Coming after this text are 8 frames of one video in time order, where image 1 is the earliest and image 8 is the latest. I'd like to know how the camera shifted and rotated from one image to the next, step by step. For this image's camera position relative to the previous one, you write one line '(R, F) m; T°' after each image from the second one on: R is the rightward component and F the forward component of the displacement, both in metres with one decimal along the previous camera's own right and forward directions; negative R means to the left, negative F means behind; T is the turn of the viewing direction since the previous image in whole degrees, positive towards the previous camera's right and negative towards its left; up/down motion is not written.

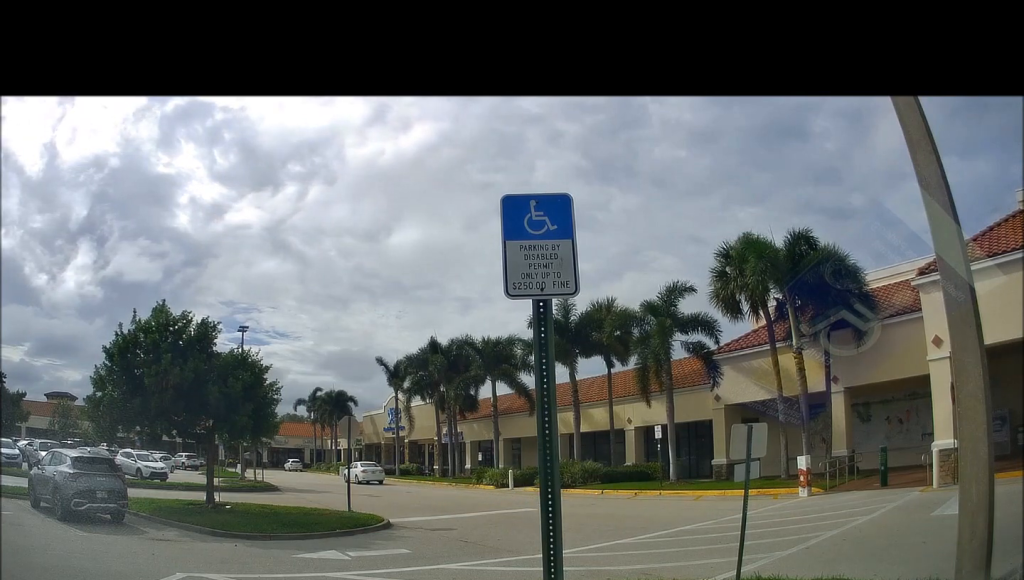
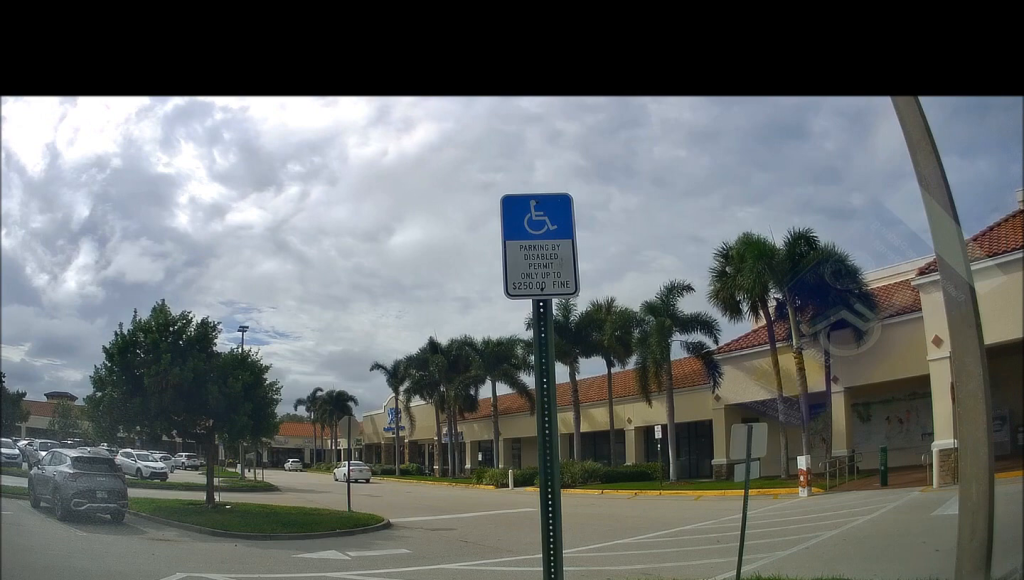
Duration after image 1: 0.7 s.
(0.0, 0.0) m; 0°
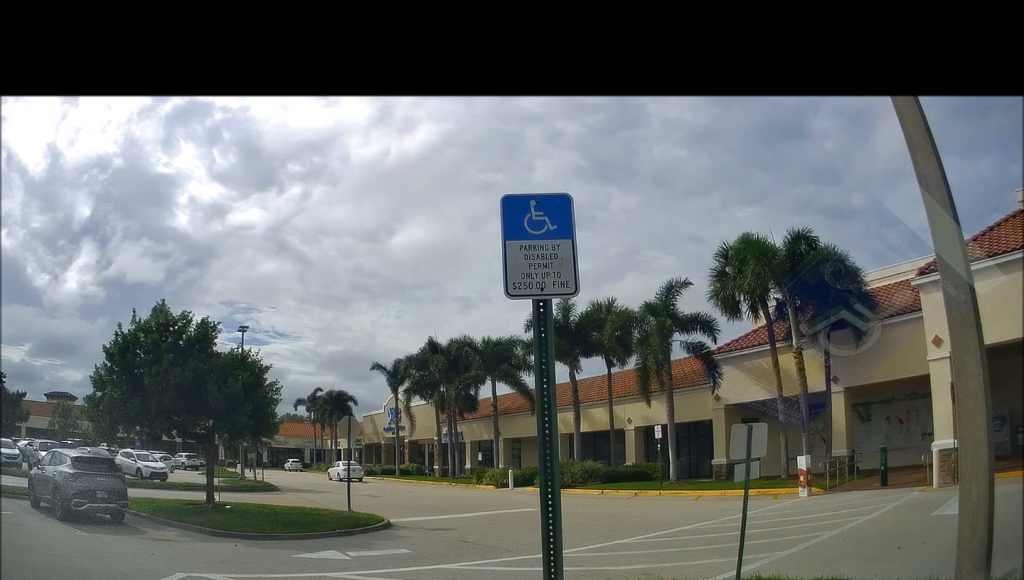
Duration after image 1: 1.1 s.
(0.0, 0.0) m; 0°
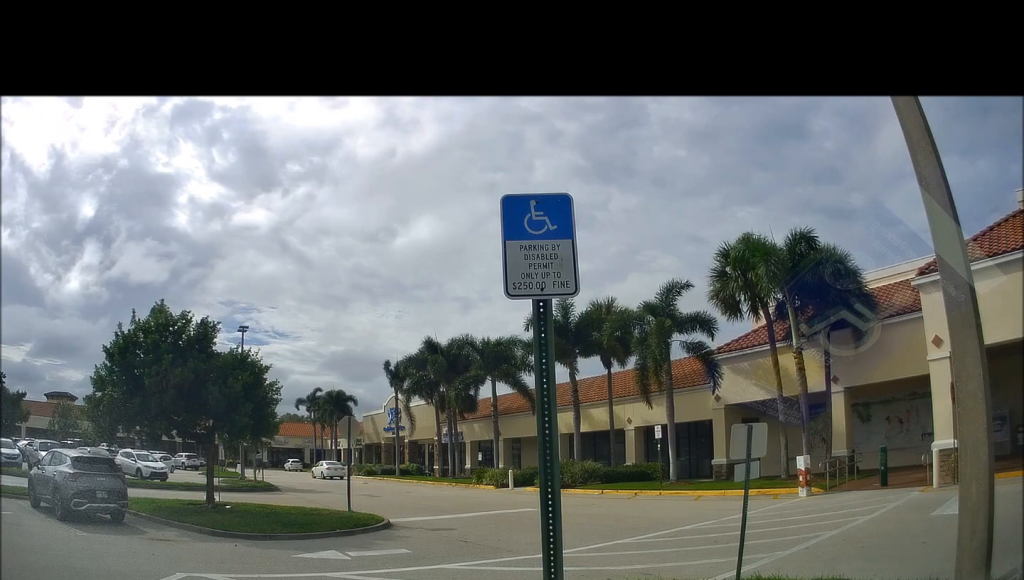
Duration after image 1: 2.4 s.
(0.0, 0.0) m; 0°
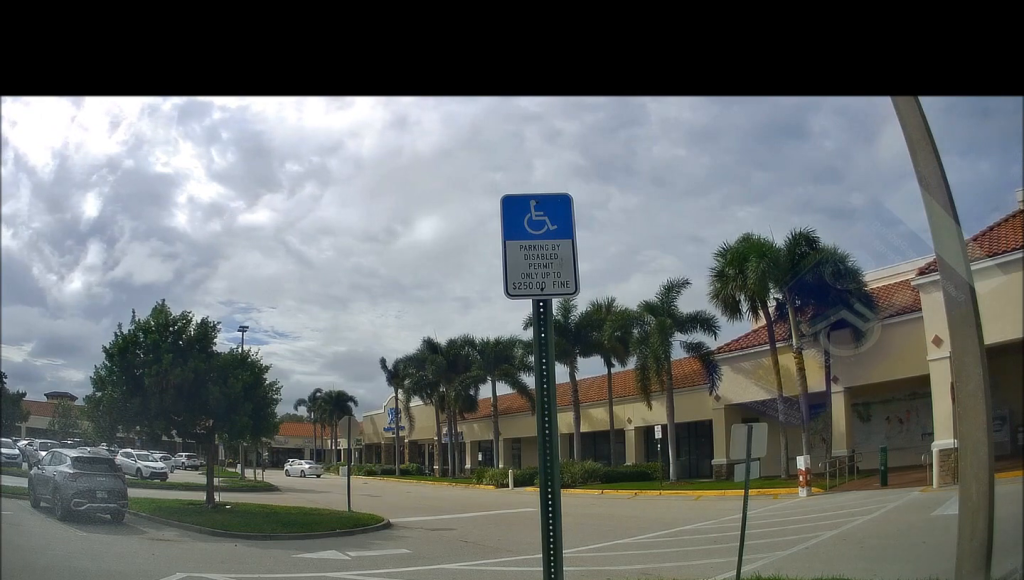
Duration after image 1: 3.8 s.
(0.0, 0.0) m; 0°
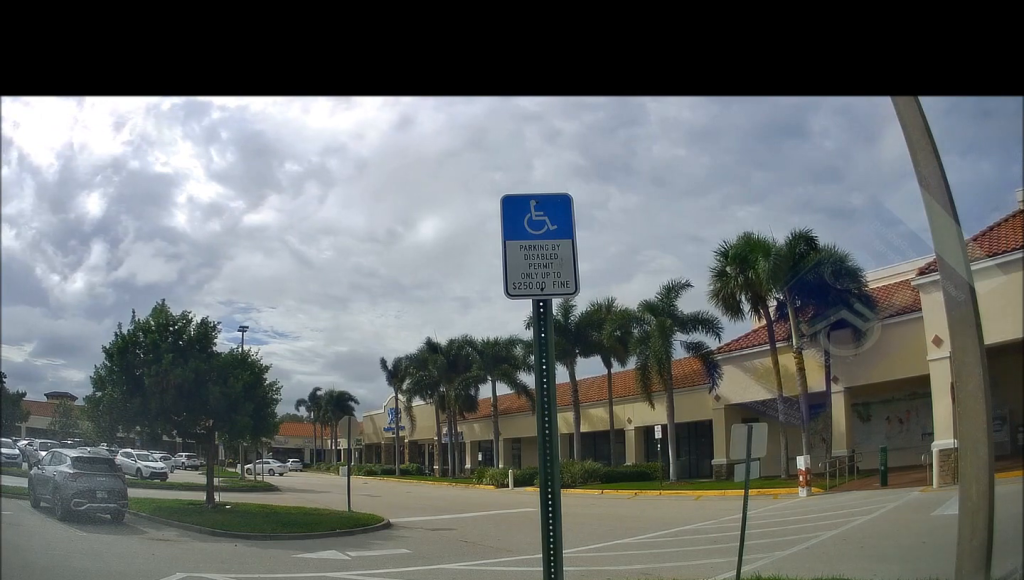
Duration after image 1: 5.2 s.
(0.0, 0.0) m; 0°
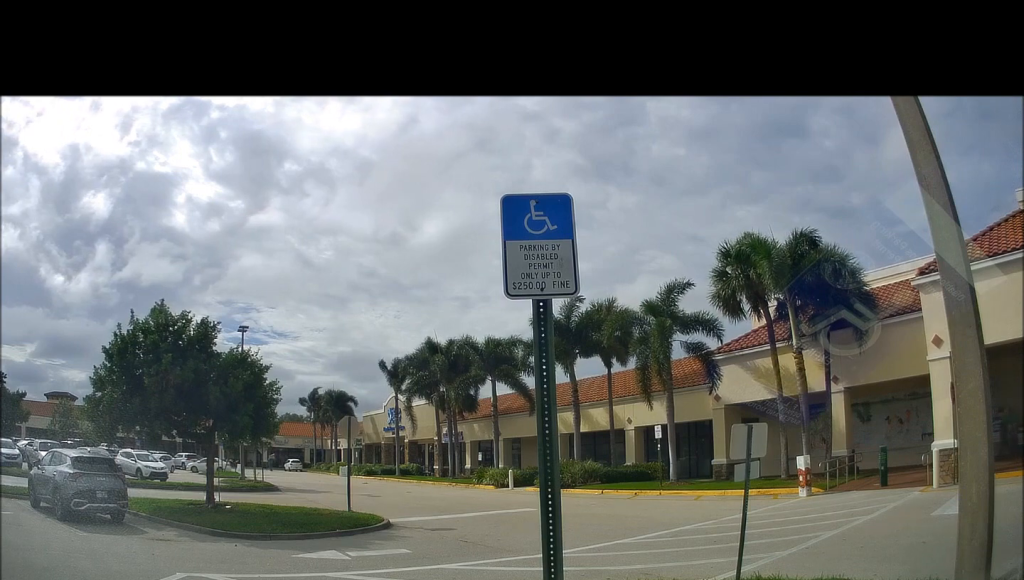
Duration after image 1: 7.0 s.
(0.0, 0.0) m; 0°
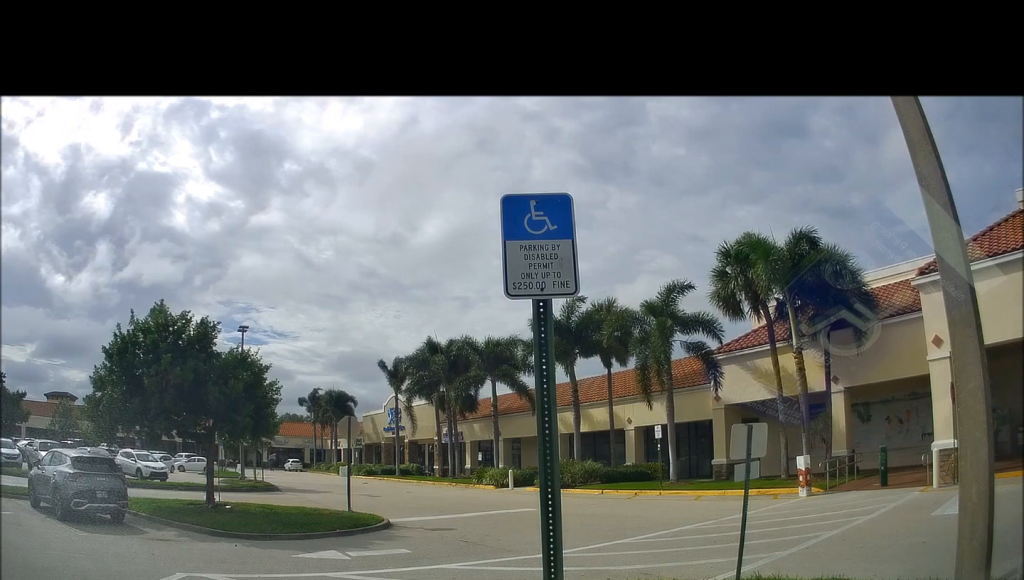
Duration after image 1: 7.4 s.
(0.0, 0.0) m; 0°
